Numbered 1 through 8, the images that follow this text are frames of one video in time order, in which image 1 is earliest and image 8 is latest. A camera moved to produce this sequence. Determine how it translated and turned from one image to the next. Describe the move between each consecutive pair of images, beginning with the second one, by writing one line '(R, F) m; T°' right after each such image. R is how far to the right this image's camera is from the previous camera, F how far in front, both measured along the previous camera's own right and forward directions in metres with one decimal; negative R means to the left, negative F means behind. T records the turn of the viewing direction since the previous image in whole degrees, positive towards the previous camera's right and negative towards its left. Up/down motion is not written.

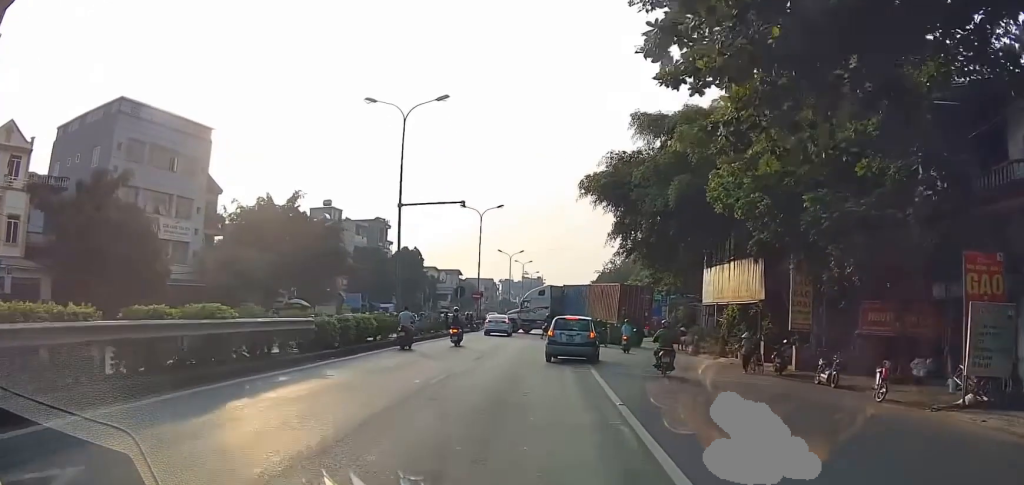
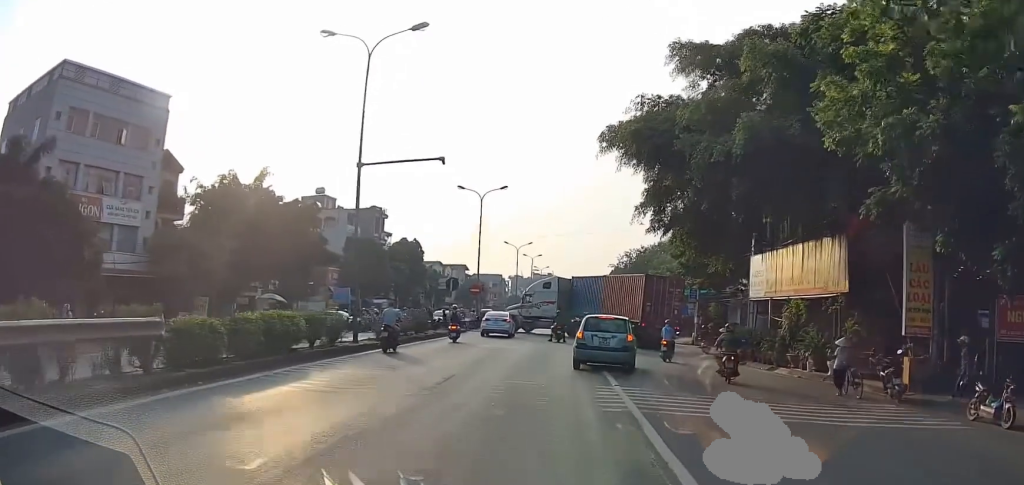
(0.0, +9.1) m; 0°
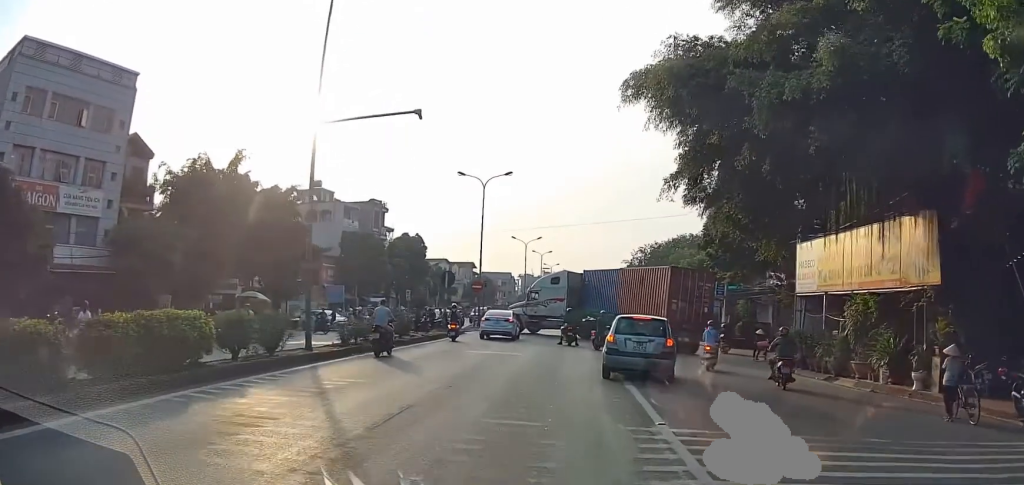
(0.0, +5.5) m; 0°
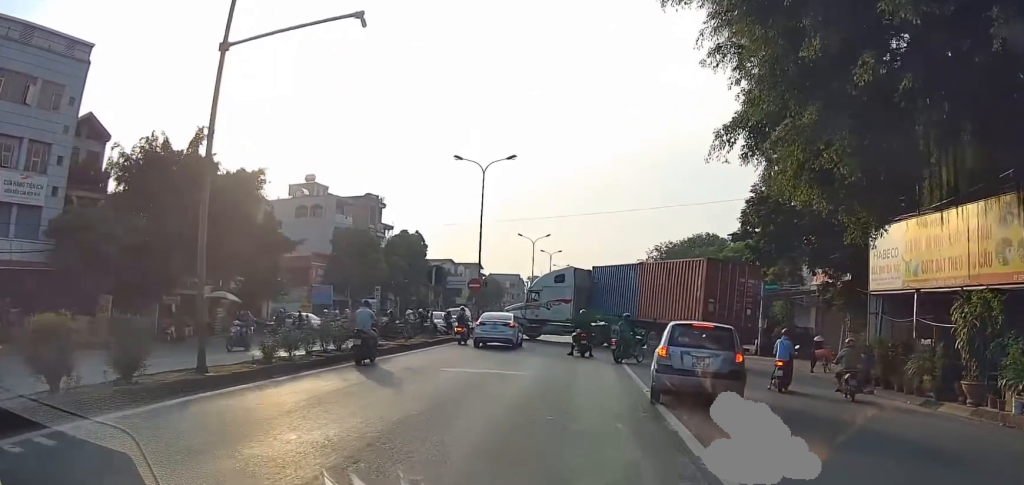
(0.0, +5.8) m; 0°
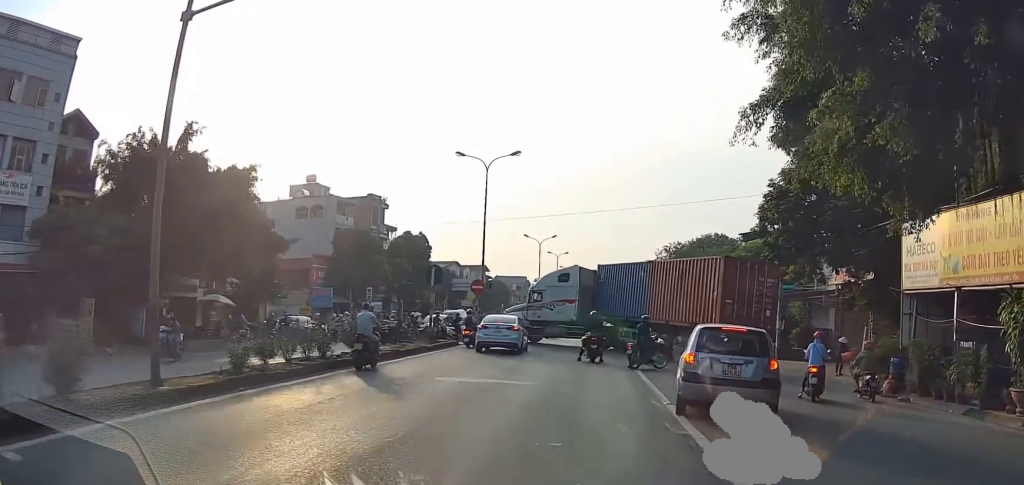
(0.0, +1.5) m; 0°
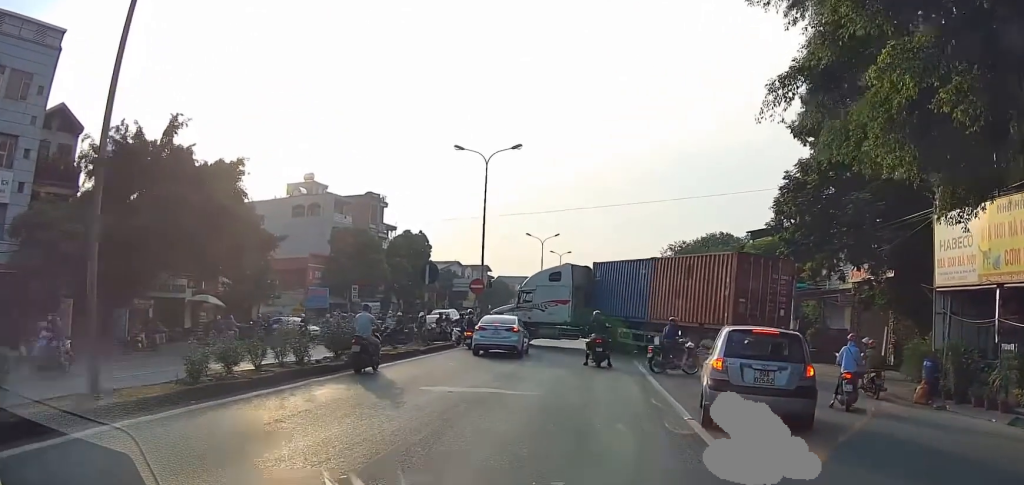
(0.0, +1.4) m; 0°
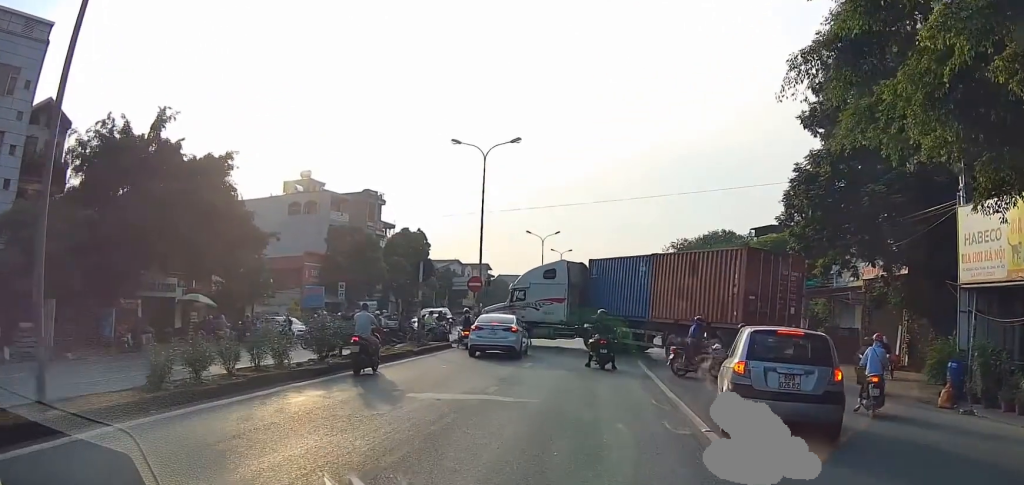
(0.0, +0.9) m; -1°
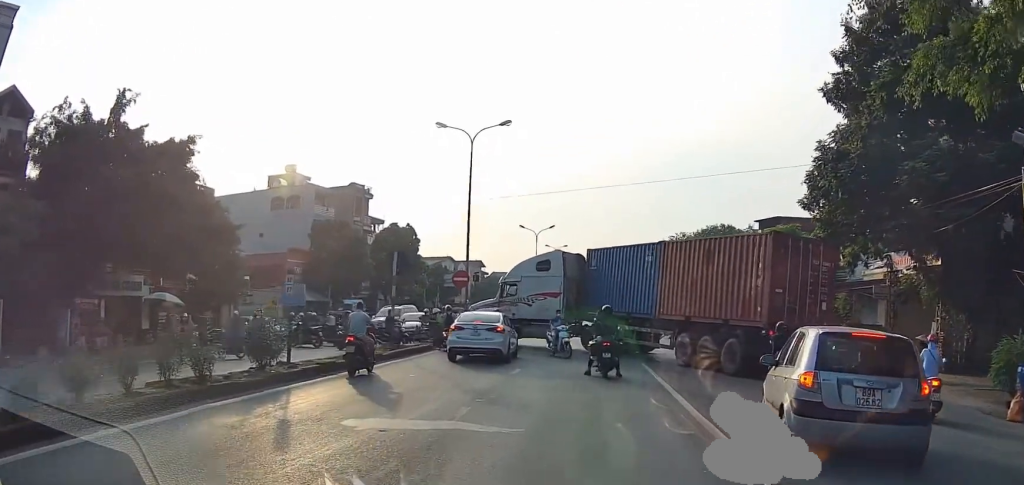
(-0.1, +2.2) m; -1°
